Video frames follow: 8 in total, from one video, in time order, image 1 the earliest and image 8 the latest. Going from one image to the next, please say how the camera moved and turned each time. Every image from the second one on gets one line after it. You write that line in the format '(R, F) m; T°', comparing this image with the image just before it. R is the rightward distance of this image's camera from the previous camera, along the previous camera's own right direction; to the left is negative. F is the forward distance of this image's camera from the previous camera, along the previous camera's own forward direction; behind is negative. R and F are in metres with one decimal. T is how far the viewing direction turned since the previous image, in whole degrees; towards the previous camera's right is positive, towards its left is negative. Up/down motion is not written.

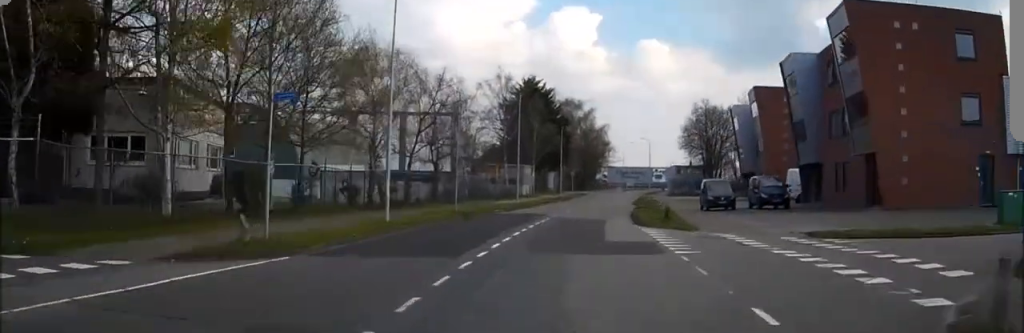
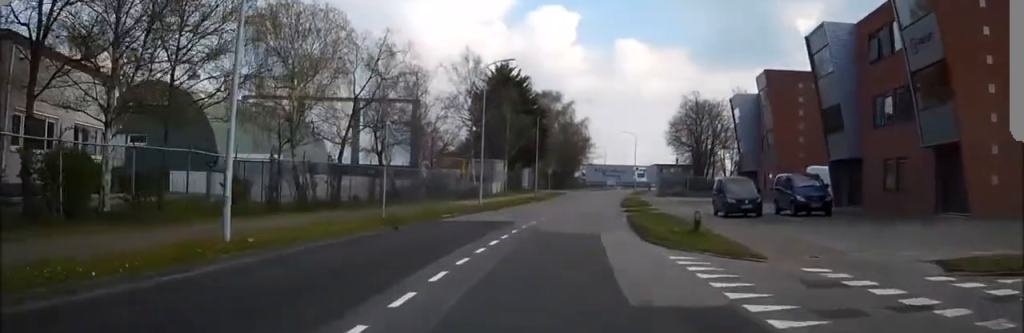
(+0.2, +10.0) m; +2°
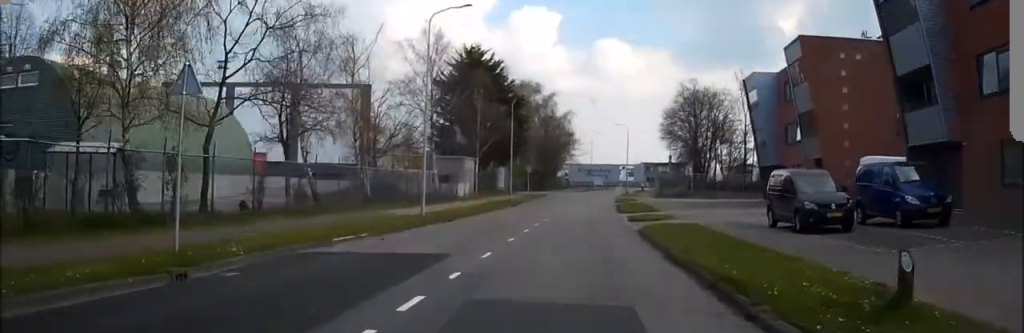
(+0.2, +12.2) m; +2°
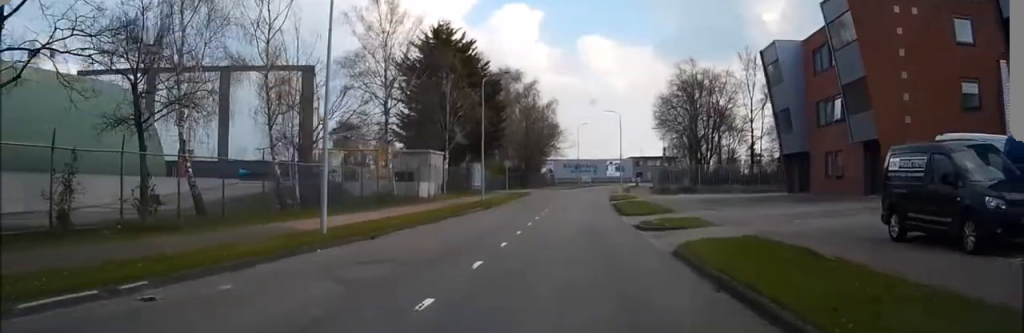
(+0.1, +10.0) m; +1°
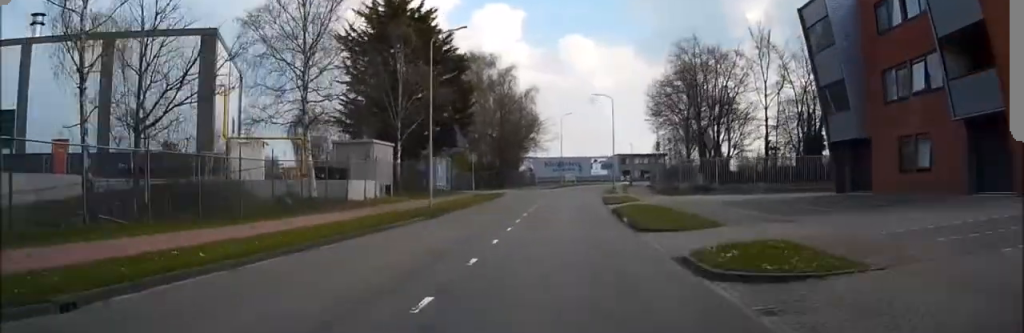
(+0.2, +12.2) m; +2°
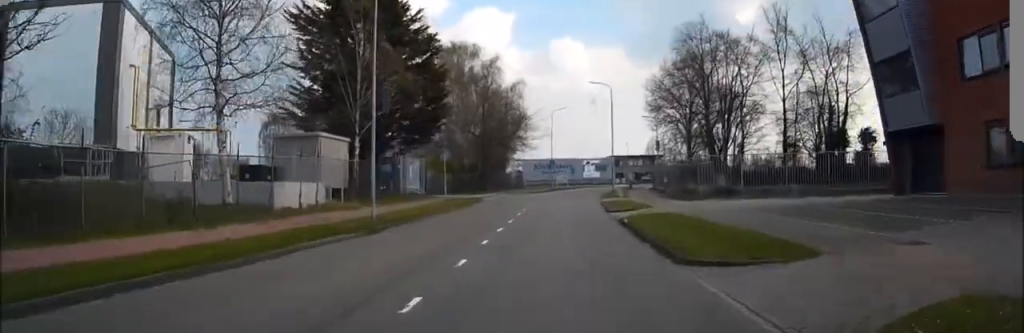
(+0.1, +8.3) m; +2°
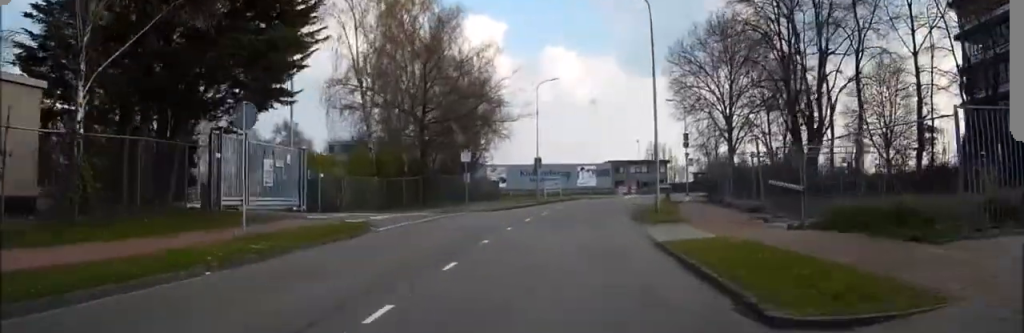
(+0.4, +24.8) m; +1°
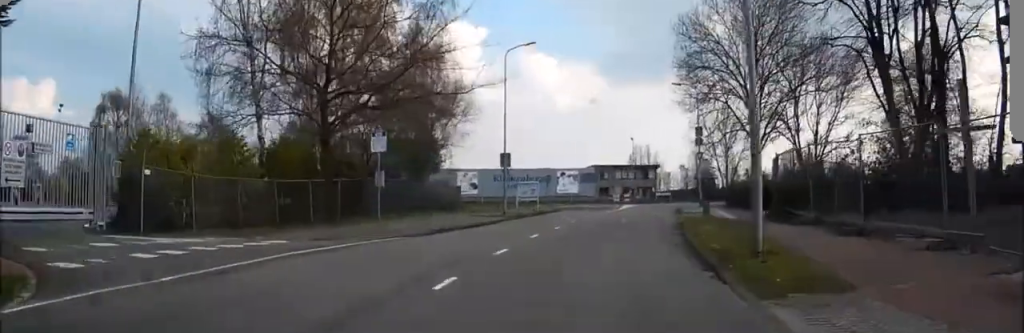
(+0.1, +14.0) m; +2°
